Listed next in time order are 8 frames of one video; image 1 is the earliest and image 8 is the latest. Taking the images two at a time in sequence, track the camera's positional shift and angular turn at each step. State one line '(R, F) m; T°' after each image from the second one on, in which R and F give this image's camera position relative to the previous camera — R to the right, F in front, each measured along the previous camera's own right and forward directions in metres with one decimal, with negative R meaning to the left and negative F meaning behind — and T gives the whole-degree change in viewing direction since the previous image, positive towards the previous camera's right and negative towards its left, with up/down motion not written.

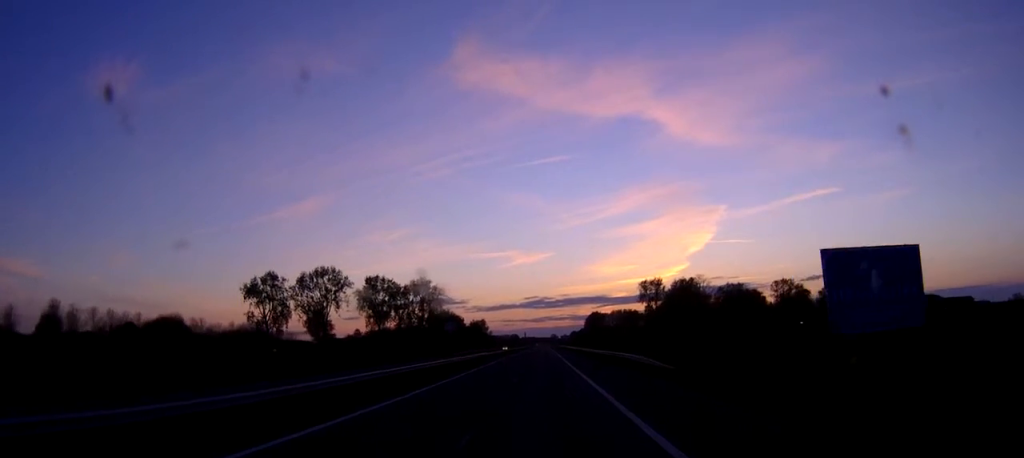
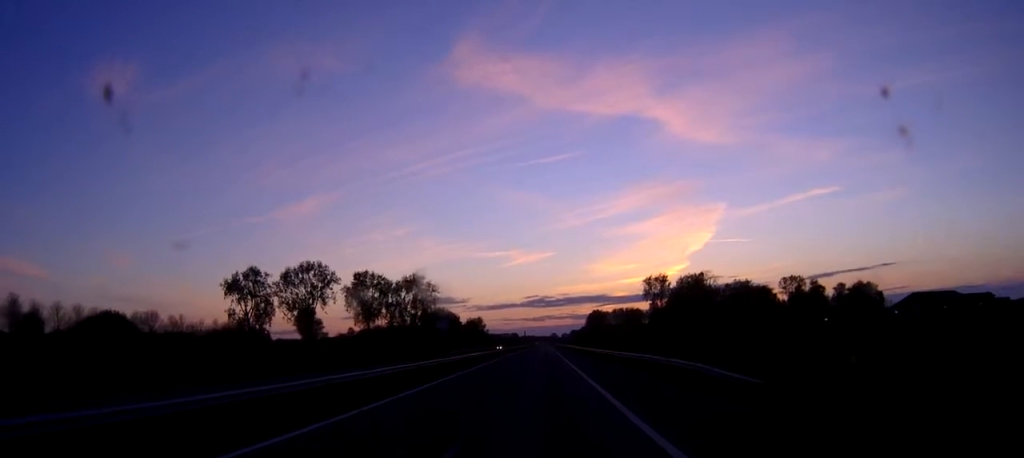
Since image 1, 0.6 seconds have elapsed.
(0.0, +15.0) m; 0°
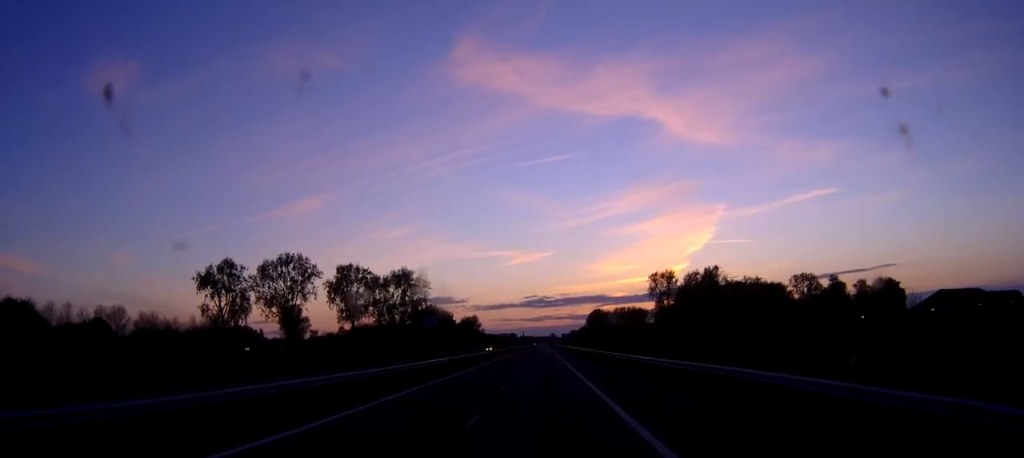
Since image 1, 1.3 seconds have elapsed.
(0.0, +18.6) m; 0°
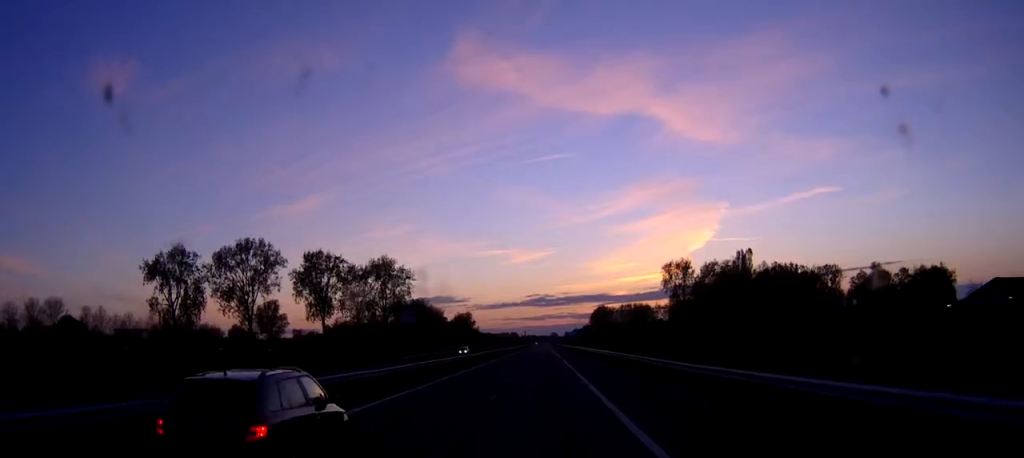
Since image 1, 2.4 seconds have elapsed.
(+0.1, +31.0) m; 0°
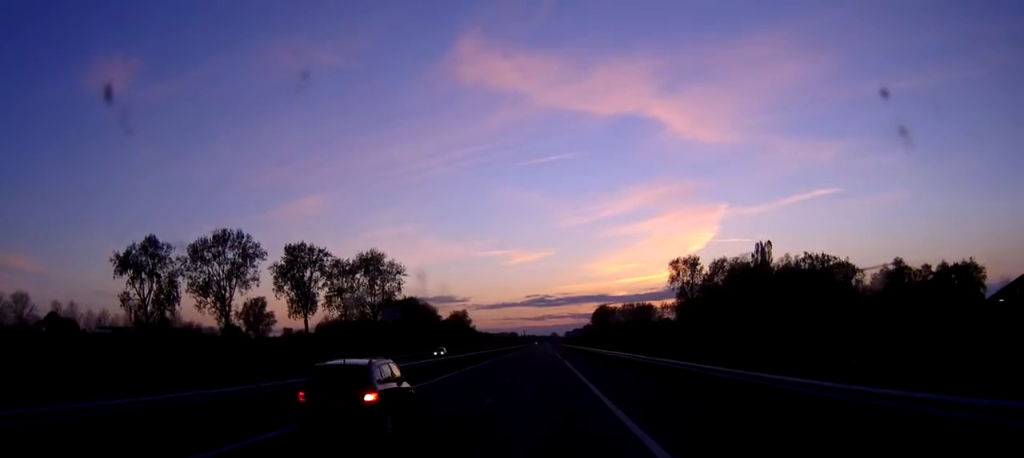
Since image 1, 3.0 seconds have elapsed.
(0.0, +14.2) m; 0°
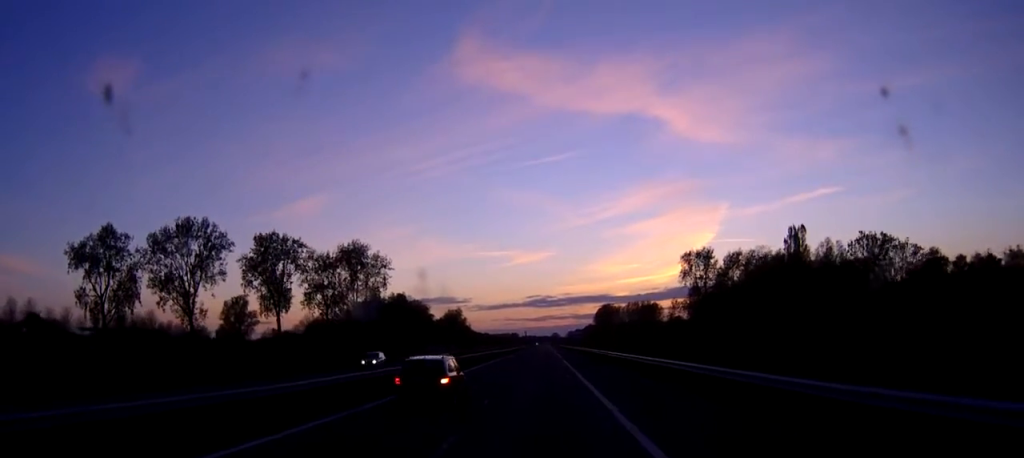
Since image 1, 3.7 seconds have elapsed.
(0.0, +19.5) m; 0°
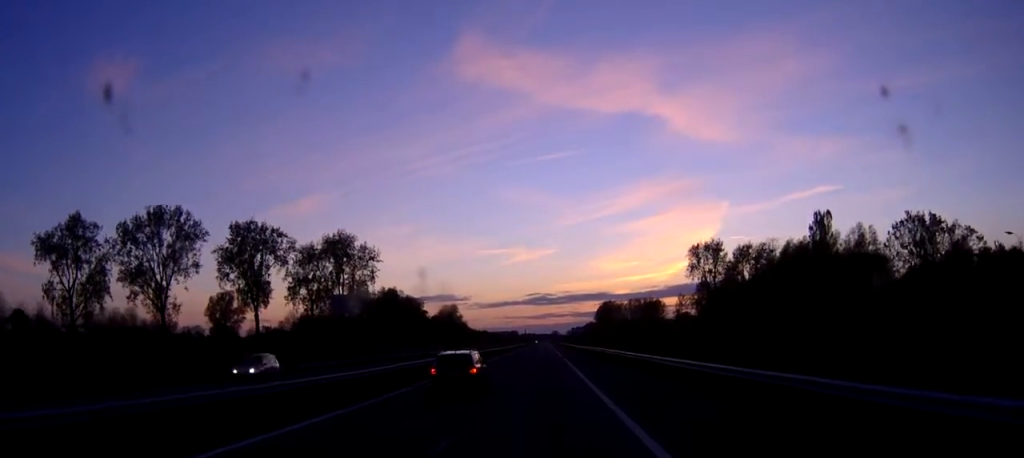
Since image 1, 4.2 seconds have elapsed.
(-0.1, +12.4) m; 0°
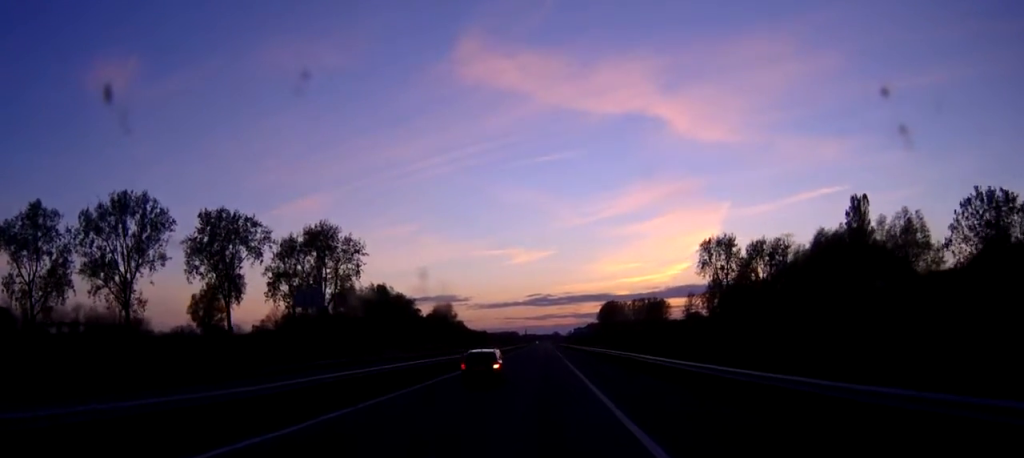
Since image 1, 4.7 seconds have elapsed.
(0.0, +14.2) m; 0°
